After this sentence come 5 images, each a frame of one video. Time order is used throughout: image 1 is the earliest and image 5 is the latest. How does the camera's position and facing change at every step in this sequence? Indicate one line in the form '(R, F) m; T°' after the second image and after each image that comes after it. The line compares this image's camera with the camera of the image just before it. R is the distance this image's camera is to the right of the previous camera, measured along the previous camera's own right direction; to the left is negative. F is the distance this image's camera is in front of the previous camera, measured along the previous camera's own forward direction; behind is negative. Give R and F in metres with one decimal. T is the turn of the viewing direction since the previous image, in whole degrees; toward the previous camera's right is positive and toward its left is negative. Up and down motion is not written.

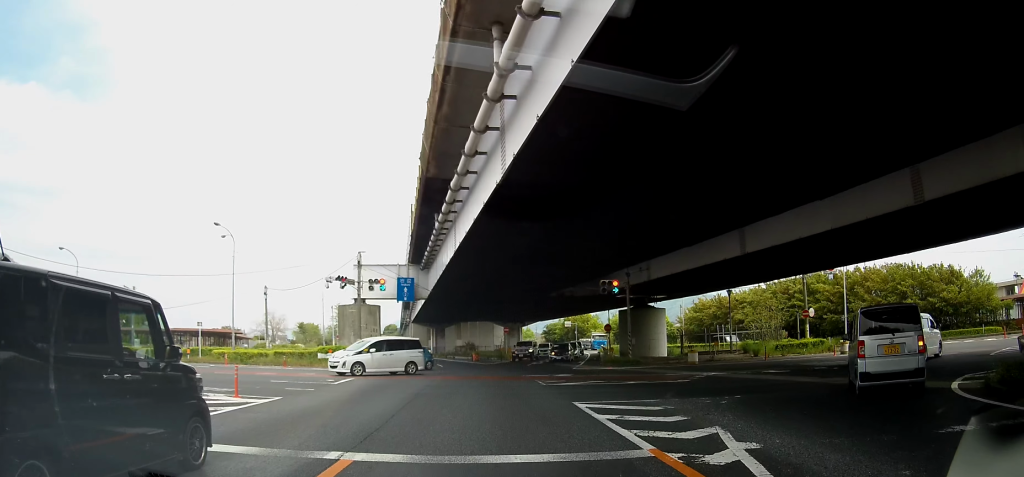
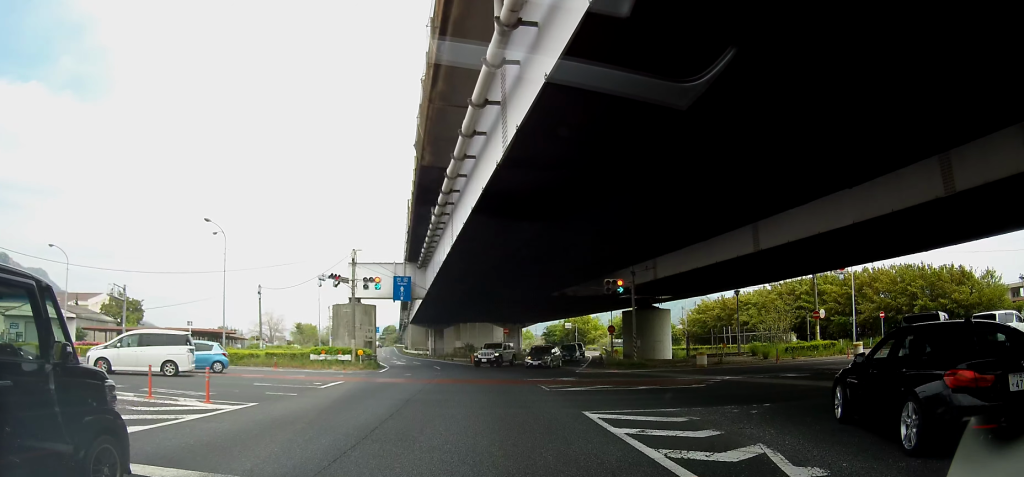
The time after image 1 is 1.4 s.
(0.0, +2.5) m; 0°
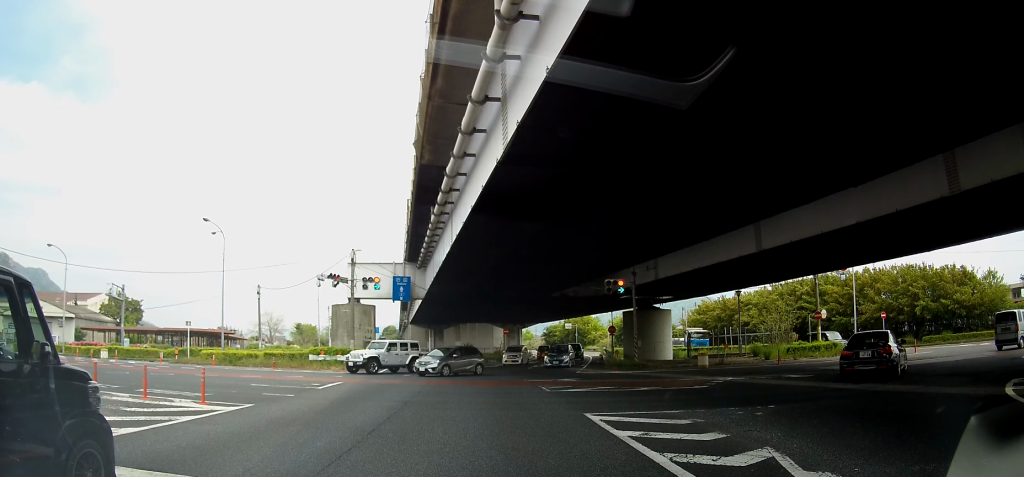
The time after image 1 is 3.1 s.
(+0.4, +0.7) m; 0°
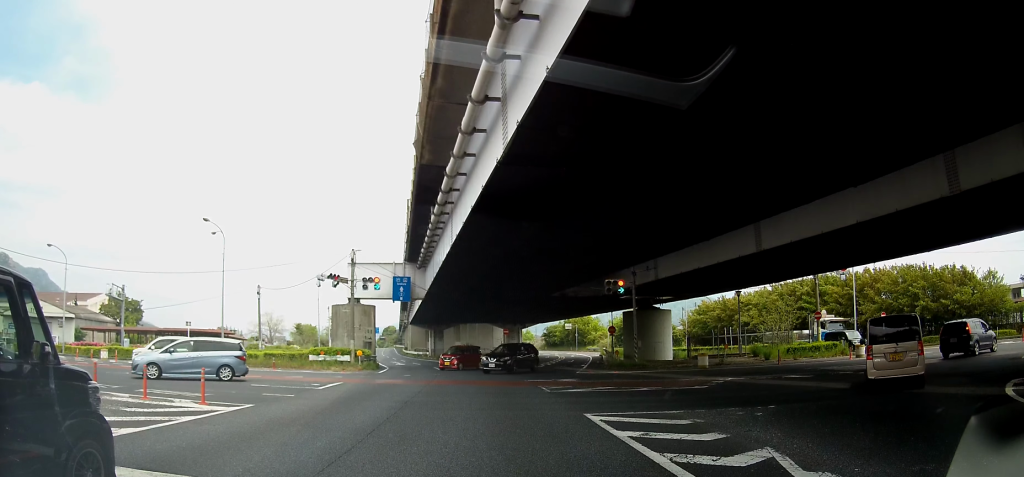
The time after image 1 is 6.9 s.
(0.0, 0.0) m; 0°
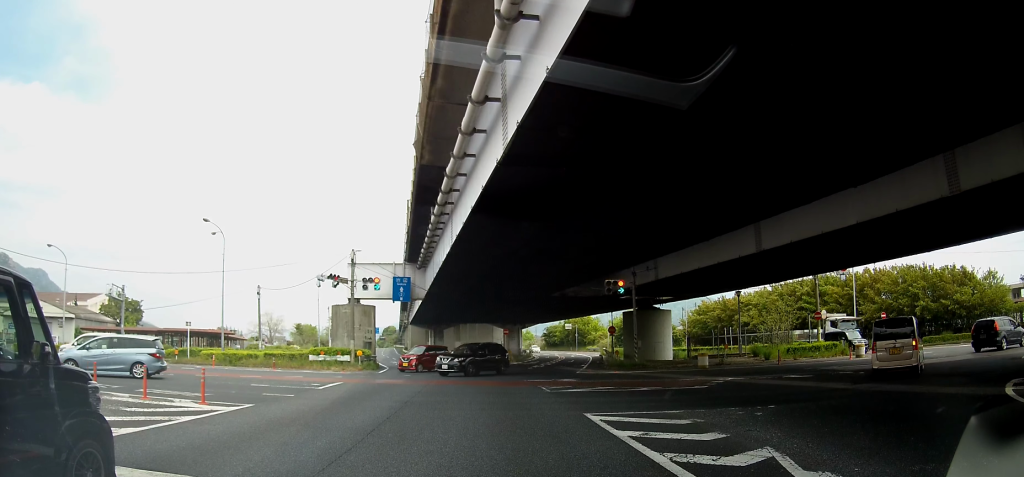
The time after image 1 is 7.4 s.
(0.0, 0.0) m; 0°
